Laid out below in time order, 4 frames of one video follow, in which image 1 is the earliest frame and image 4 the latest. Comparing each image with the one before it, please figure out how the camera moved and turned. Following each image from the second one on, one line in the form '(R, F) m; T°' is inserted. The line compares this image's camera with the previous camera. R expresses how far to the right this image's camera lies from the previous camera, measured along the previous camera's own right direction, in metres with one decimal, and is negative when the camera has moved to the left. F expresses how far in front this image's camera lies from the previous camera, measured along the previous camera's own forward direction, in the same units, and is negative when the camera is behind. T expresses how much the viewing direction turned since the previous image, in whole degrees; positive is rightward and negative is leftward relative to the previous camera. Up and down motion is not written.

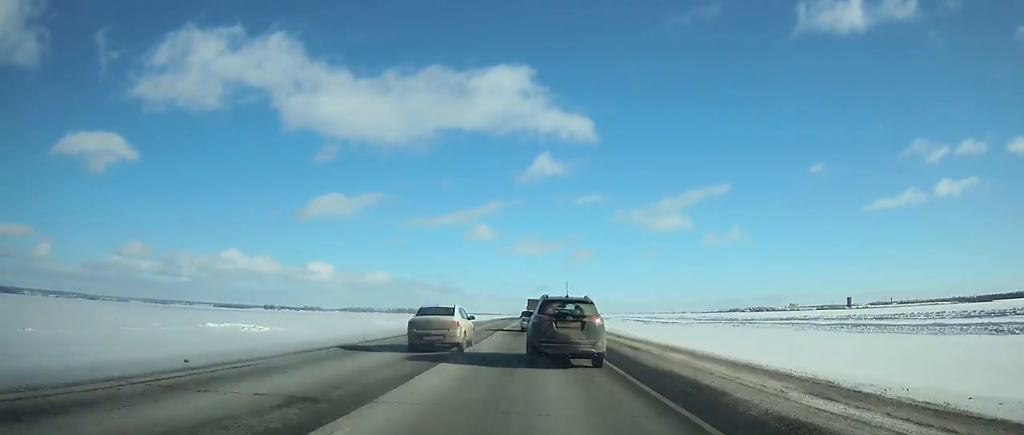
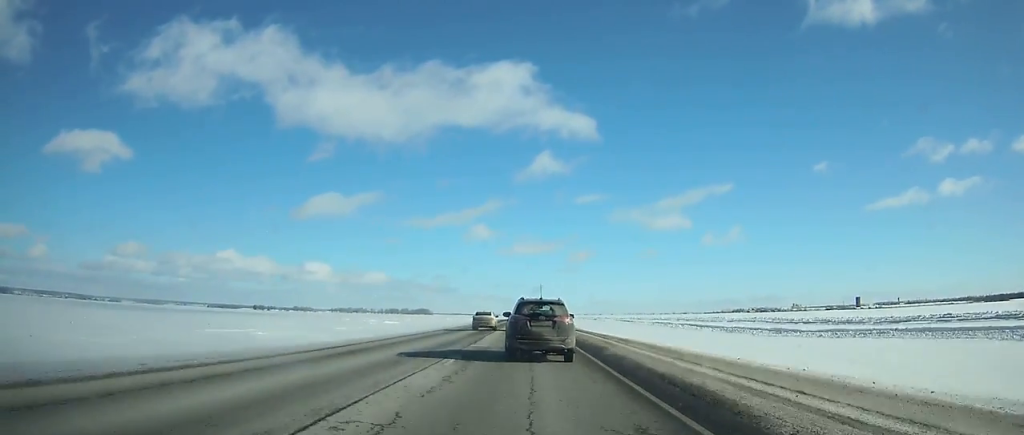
(+0.1, +63.8) m; 0°
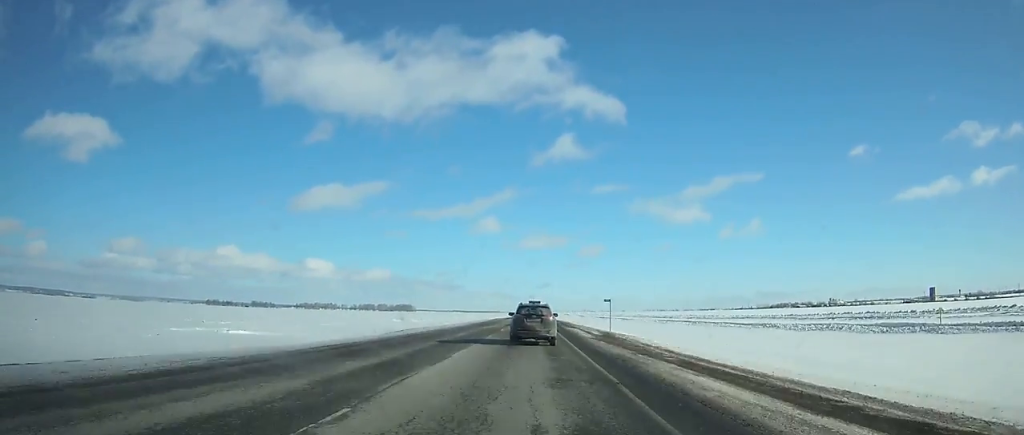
(+0.2, +313.7) m; 0°
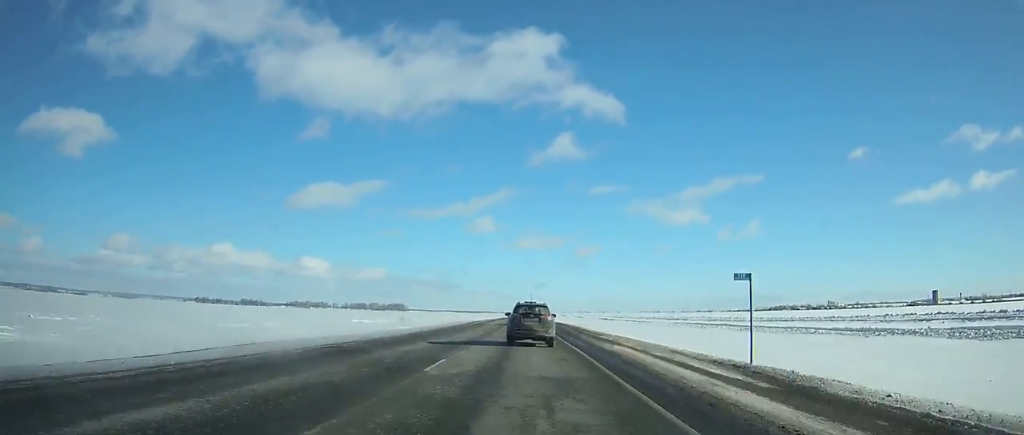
(0.0, +28.1) m; 0°
